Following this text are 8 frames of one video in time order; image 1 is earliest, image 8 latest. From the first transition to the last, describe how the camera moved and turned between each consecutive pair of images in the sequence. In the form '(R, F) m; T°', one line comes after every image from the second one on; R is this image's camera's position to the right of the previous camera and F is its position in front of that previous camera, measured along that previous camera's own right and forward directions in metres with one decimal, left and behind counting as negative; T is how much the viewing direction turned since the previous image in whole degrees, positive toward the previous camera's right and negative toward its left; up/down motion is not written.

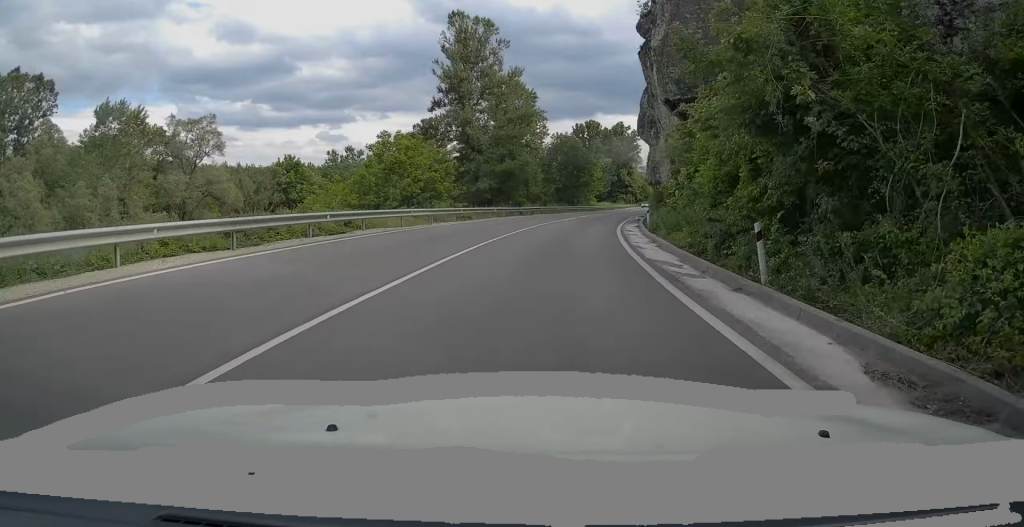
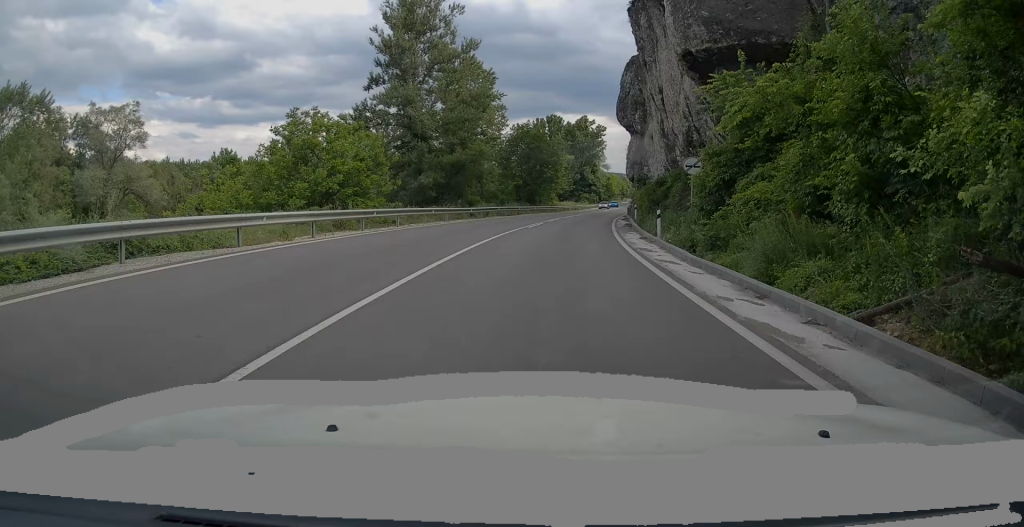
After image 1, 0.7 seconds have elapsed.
(+0.1, +12.1) m; +3°
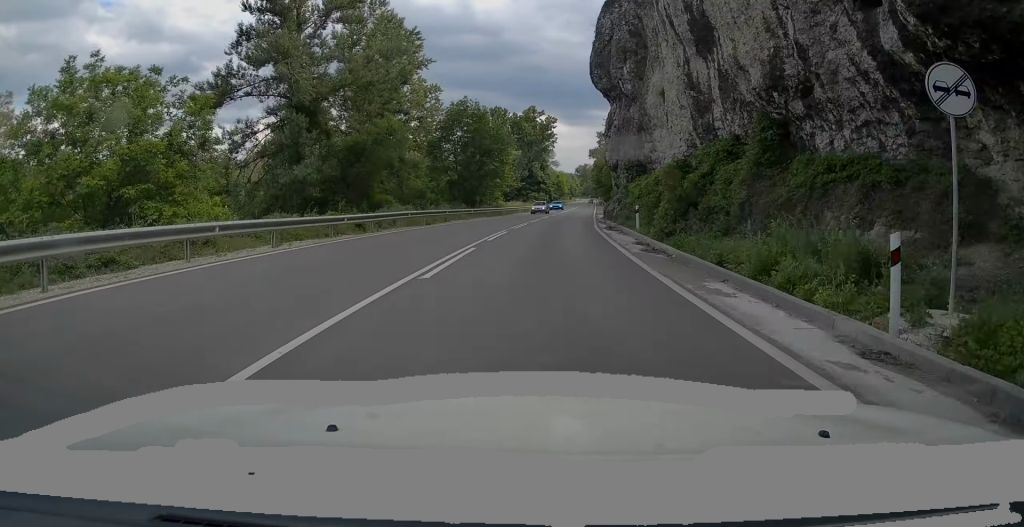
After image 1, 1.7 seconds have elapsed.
(+0.8, +17.8) m; +5°
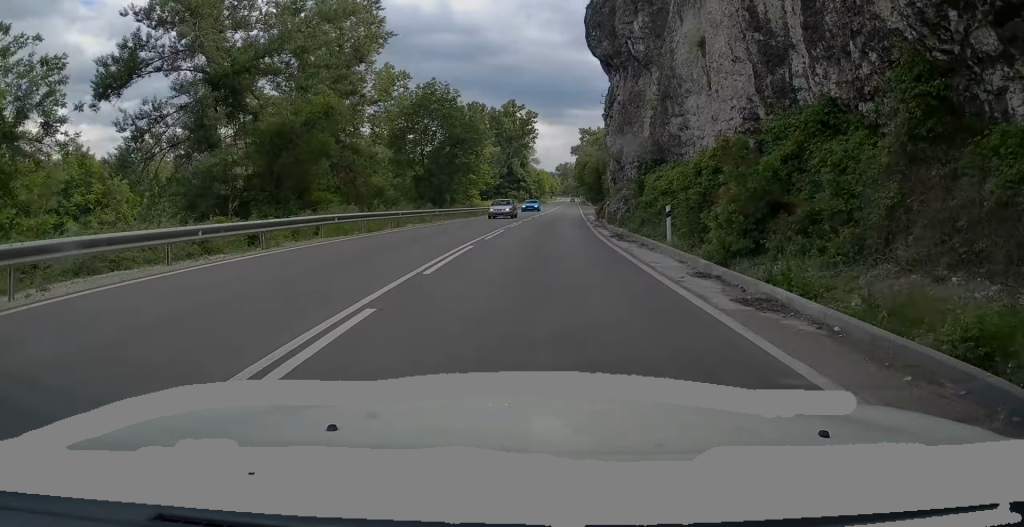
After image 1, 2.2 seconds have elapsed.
(+0.3, +8.6) m; +1°
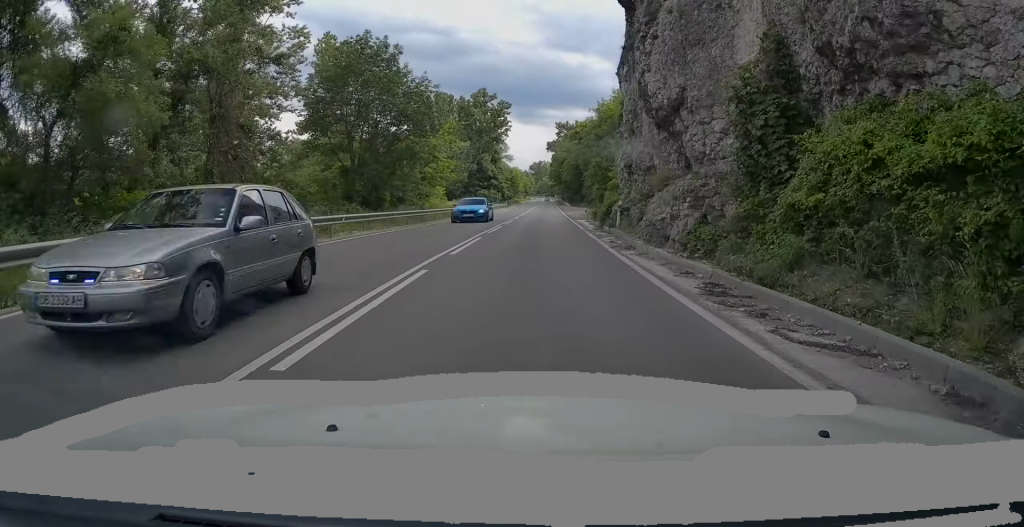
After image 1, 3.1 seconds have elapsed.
(+0.3, +14.4) m; +1°
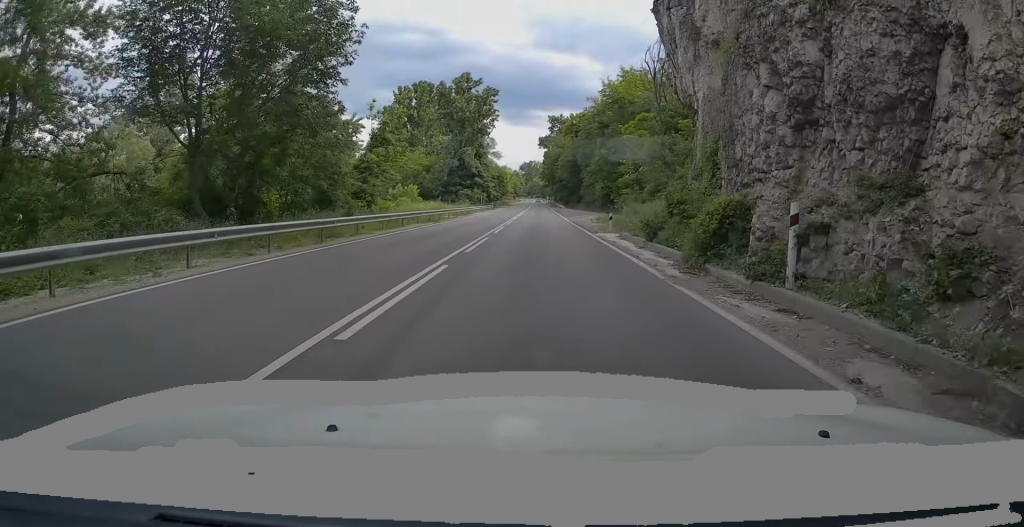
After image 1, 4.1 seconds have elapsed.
(+0.1, +17.2) m; +1°
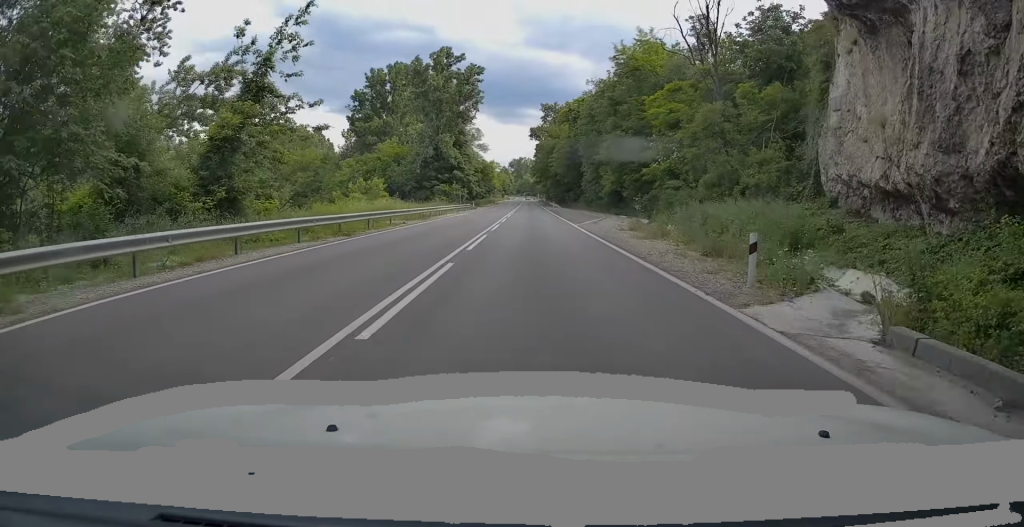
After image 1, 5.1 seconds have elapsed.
(+0.3, +17.9) m; +2°
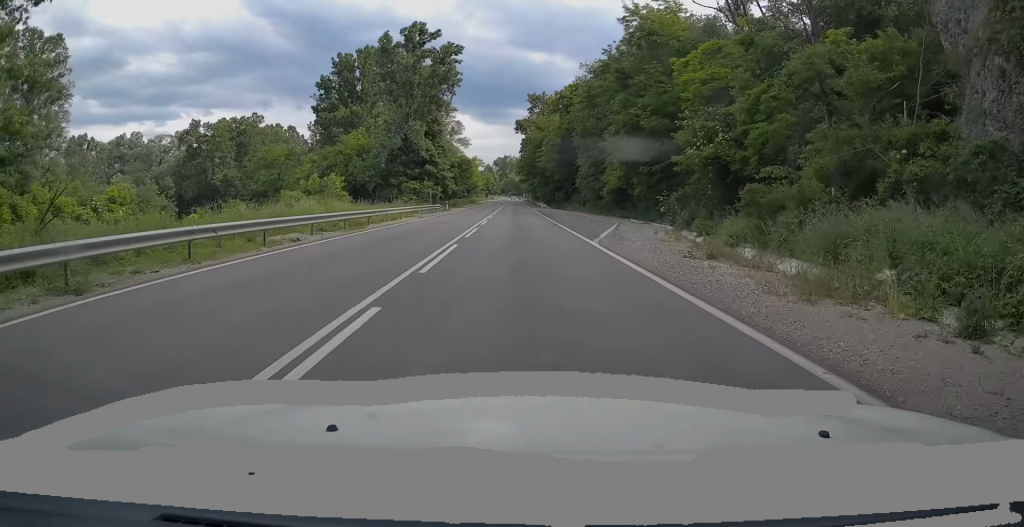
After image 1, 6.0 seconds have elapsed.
(+0.1, +13.6) m; +2°
